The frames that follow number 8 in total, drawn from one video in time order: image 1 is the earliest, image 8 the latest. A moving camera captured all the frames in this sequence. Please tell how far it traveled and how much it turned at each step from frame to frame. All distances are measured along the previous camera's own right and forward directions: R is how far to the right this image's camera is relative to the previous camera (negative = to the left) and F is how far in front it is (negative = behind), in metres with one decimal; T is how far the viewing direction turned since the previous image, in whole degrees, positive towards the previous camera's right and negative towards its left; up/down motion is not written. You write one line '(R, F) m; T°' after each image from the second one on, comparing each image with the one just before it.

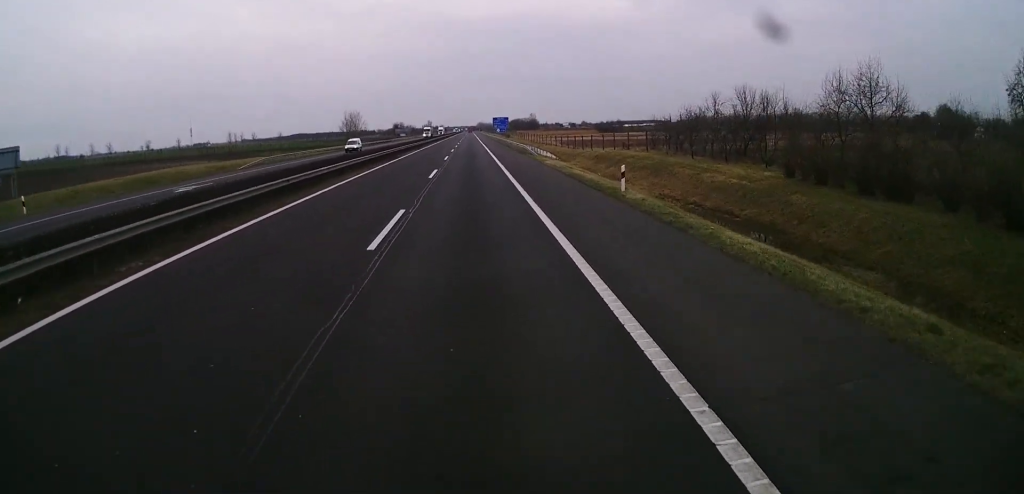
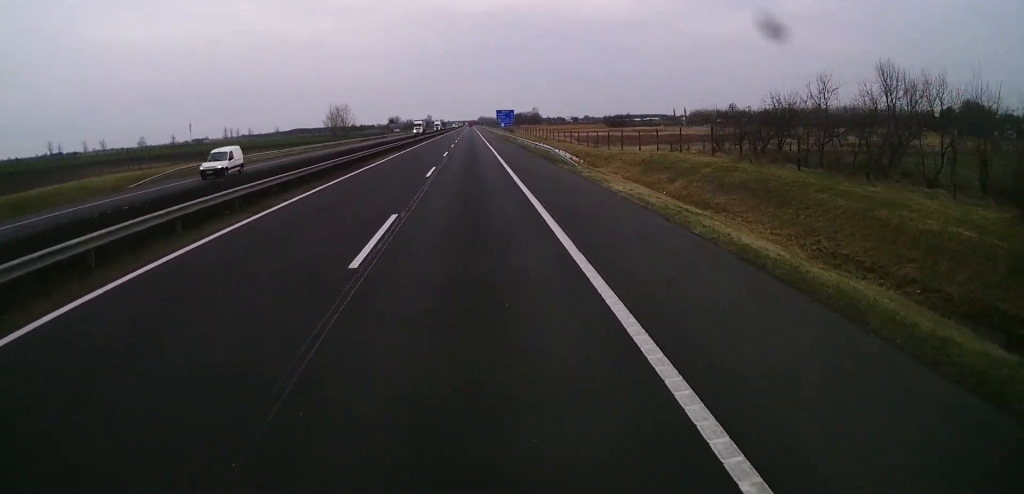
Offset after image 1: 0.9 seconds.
(-0.1, +20.0) m; -1°
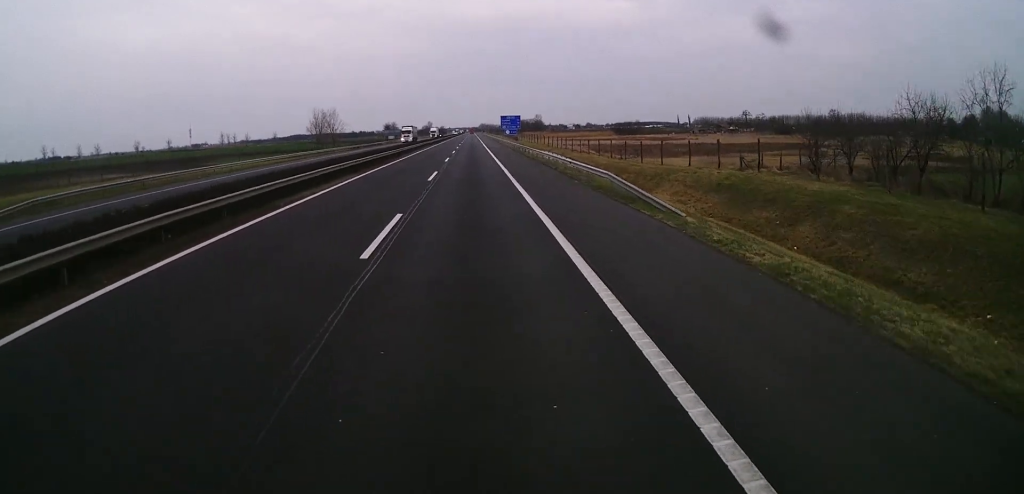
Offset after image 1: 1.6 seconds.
(-0.2, +16.9) m; 0°
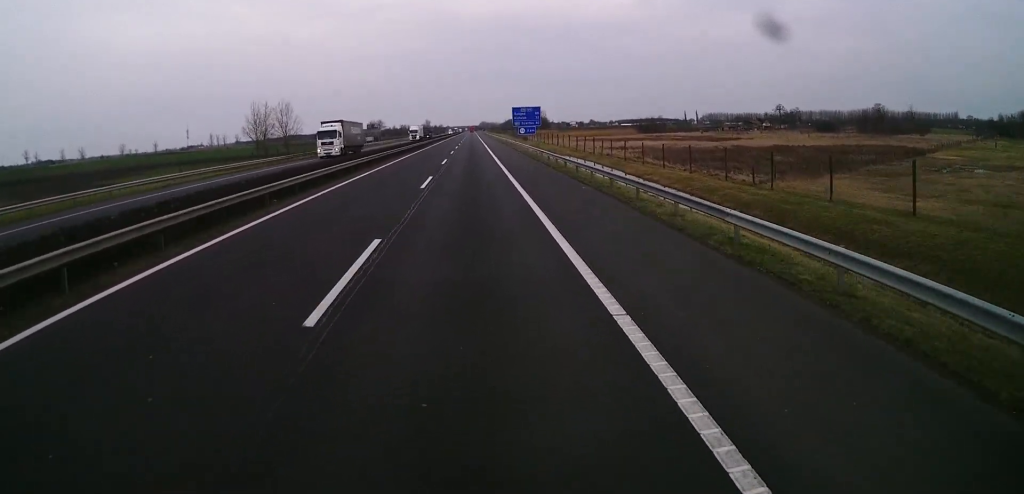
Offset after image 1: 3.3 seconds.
(0.0, +39.9) m; 0°
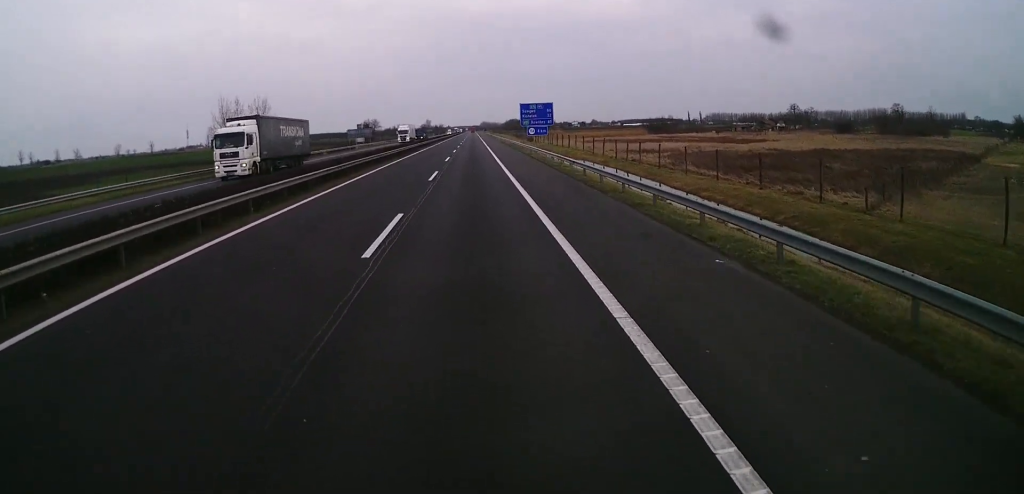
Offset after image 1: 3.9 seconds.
(-0.2, +13.8) m; 0°
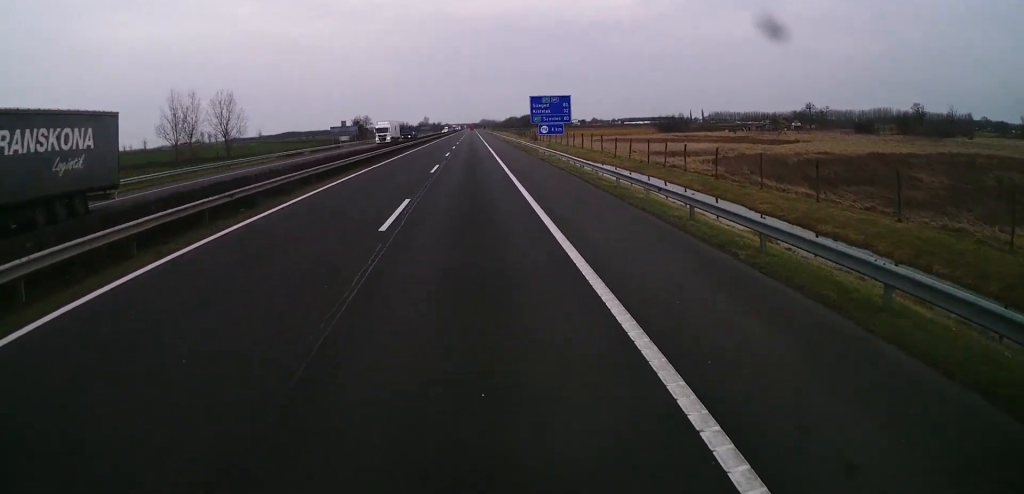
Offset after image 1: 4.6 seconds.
(+0.3, +15.4) m; 0°
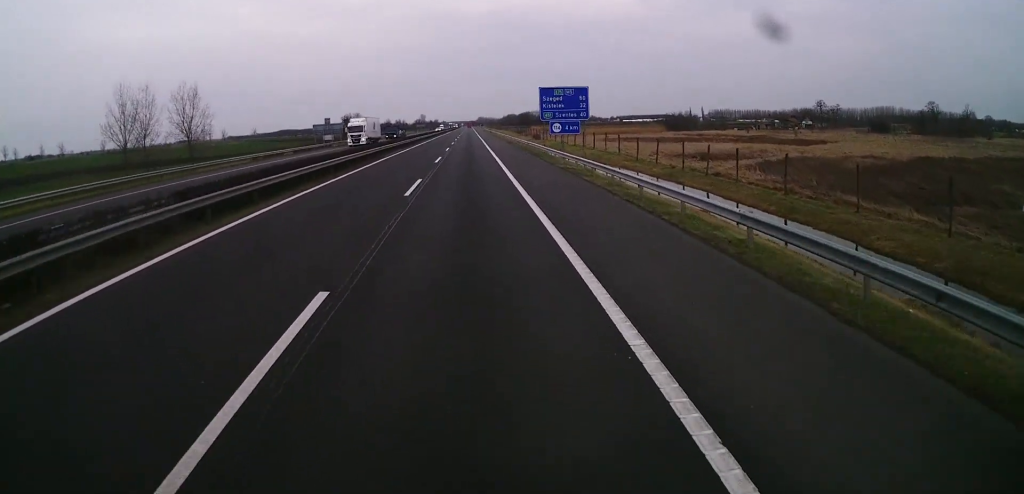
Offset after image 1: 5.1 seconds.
(0.0, +11.5) m; 0°
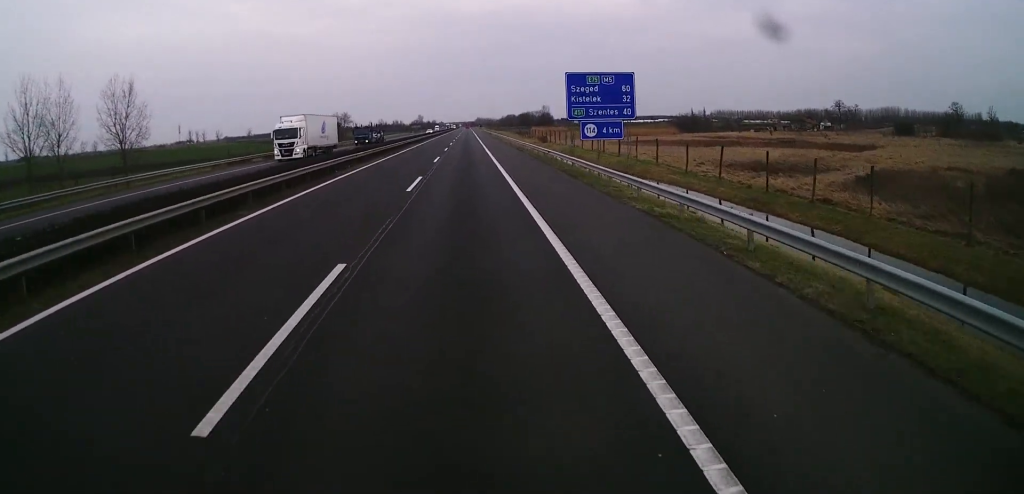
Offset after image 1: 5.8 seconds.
(-0.2, +16.1) m; 0°
